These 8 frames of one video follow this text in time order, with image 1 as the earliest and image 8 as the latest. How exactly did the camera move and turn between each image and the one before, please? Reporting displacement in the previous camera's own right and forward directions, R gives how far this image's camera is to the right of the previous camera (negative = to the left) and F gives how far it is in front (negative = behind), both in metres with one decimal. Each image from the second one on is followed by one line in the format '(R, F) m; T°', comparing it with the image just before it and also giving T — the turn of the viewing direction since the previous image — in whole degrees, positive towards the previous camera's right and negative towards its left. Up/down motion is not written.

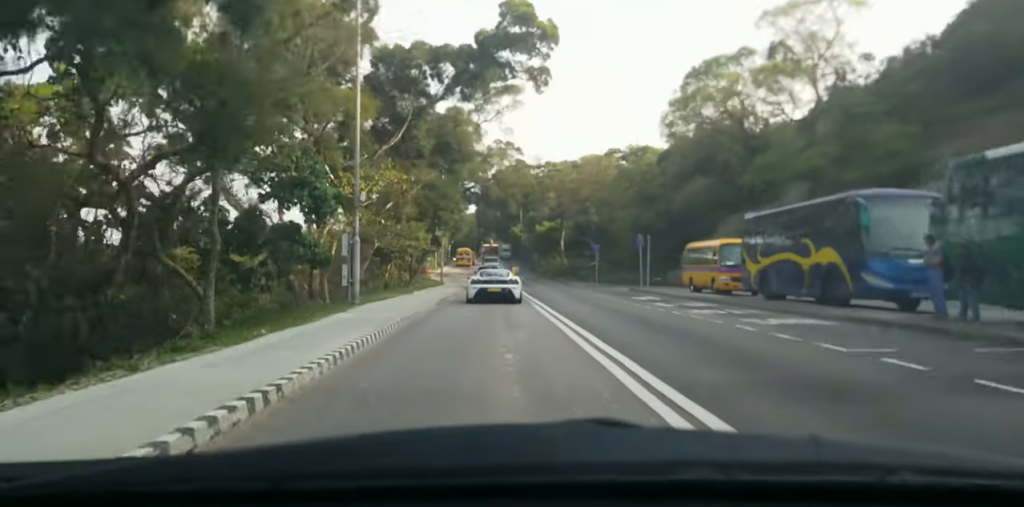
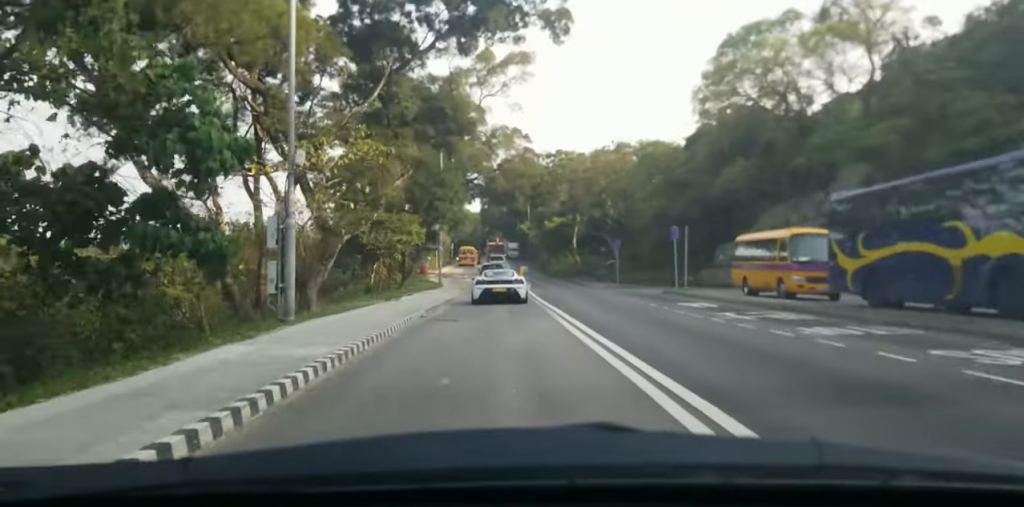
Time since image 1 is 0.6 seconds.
(0.0, +7.9) m; -1°
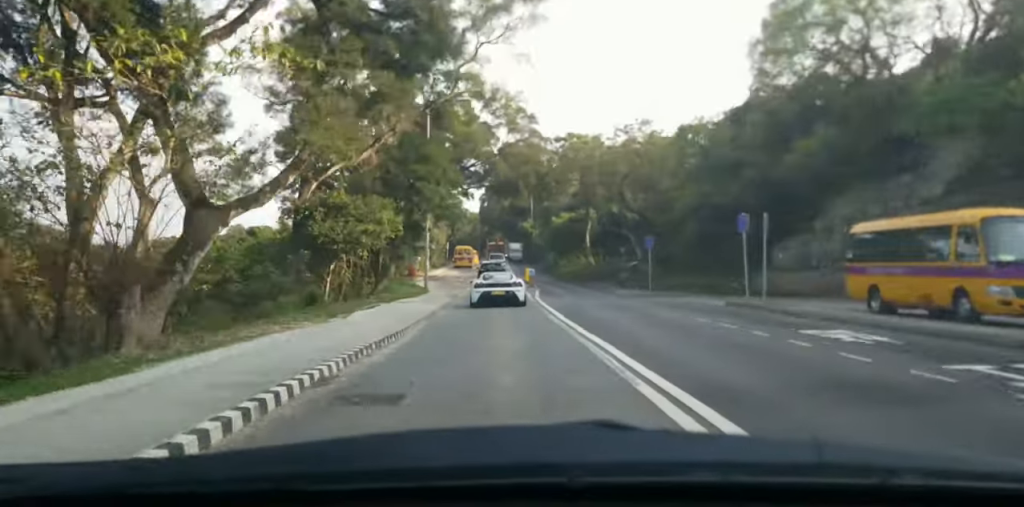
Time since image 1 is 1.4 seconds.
(-0.5, +11.0) m; -1°
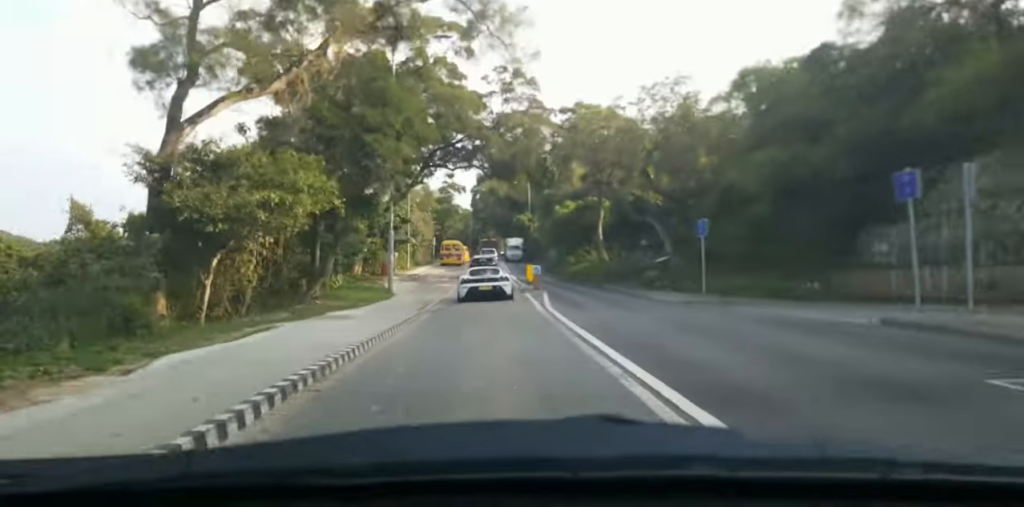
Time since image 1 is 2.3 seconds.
(+0.4, +12.3) m; +2°
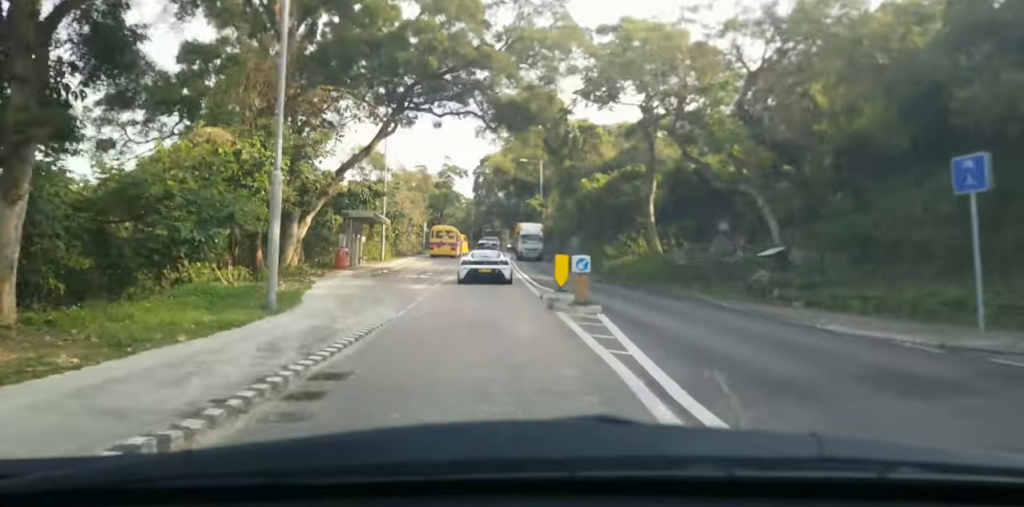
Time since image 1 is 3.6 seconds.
(-0.1, +16.6) m; -3°
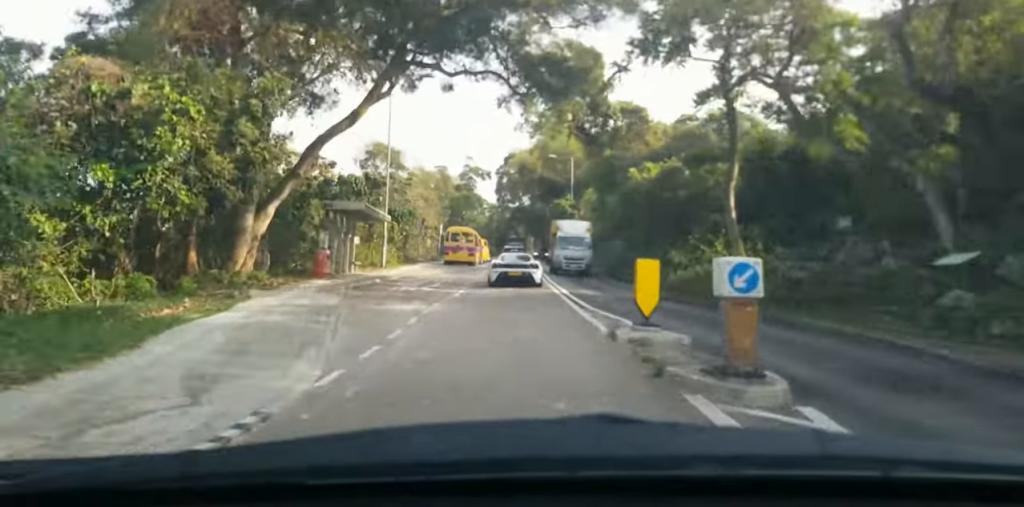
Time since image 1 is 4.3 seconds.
(-0.5, +9.5) m; -2°
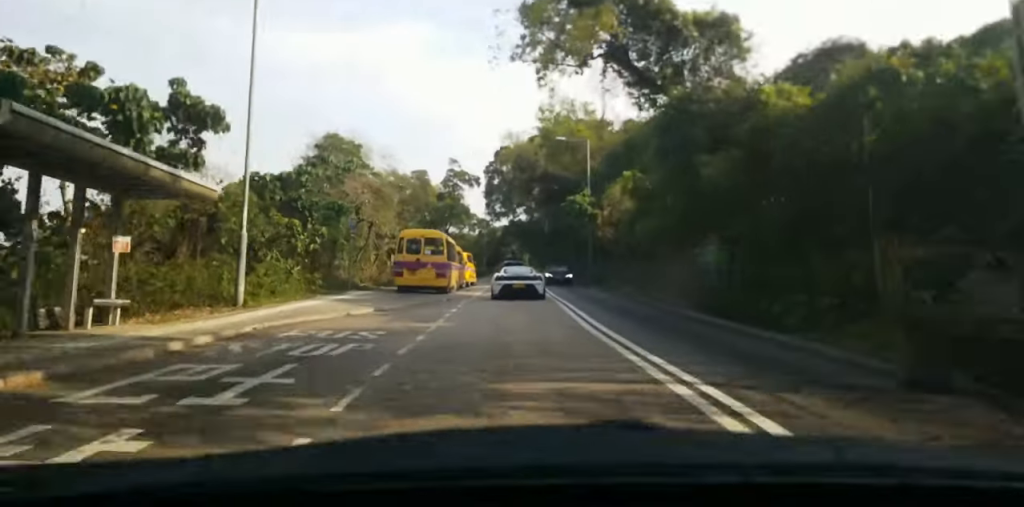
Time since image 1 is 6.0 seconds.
(+0.5, +19.8) m; +3°
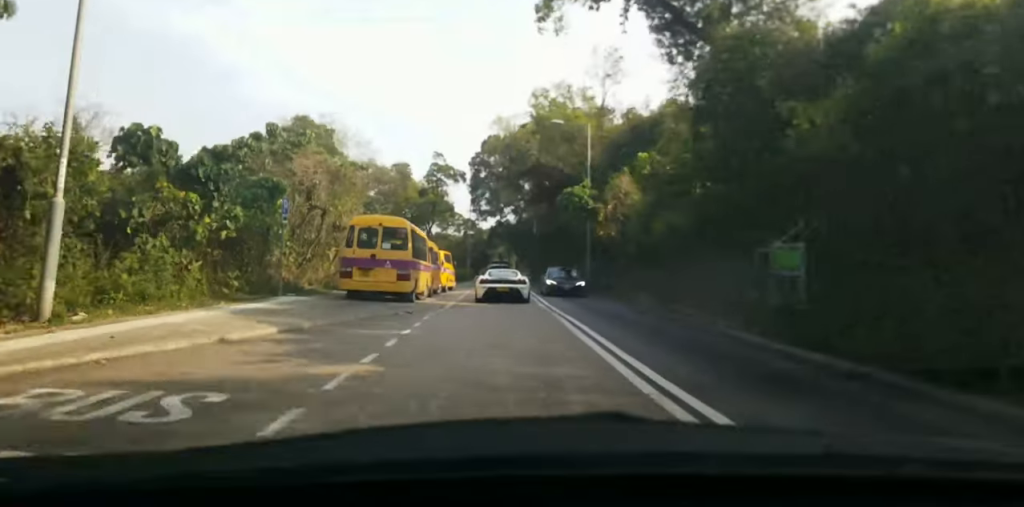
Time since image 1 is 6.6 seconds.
(+0.1, +7.2) m; +1°
